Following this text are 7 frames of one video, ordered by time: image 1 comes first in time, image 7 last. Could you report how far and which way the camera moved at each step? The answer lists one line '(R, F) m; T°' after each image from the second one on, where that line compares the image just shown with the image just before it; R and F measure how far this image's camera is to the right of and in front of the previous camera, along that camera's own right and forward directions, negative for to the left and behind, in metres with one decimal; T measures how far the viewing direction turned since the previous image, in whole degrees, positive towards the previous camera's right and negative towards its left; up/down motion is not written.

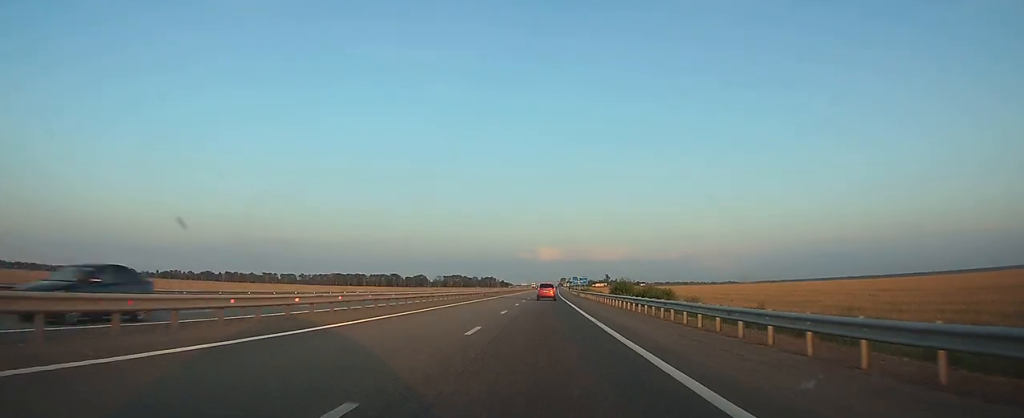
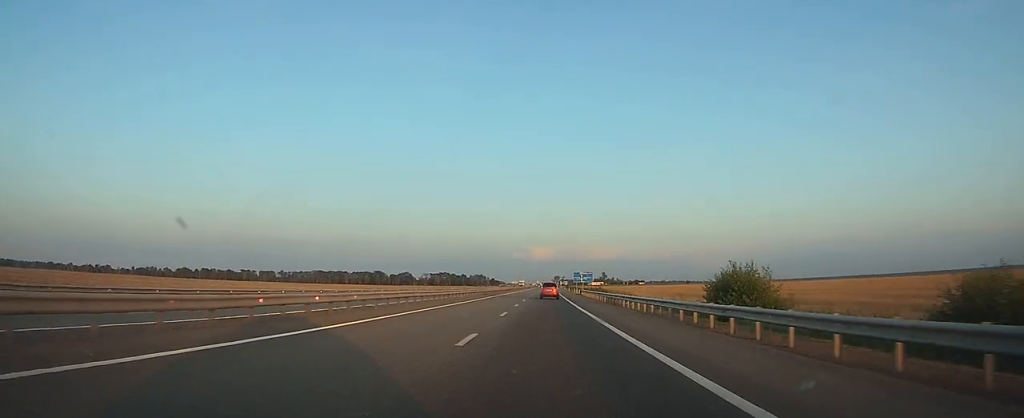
(+0.2, +50.4) m; 0°
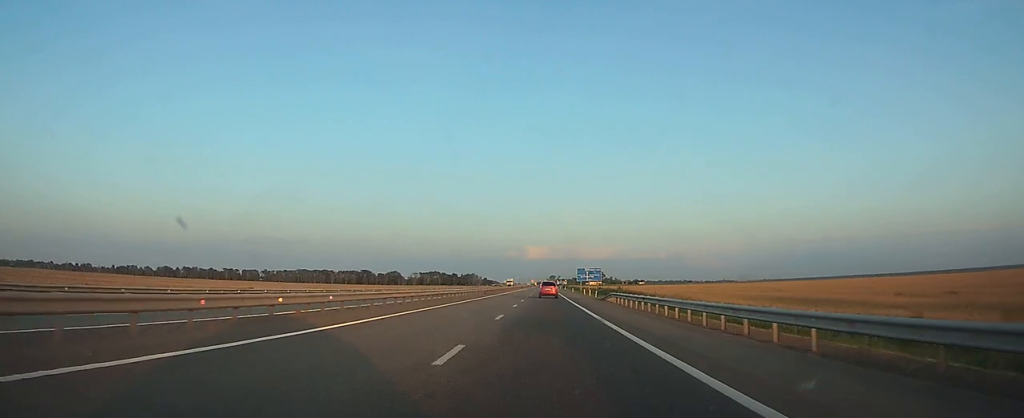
(0.0, +38.4) m; 0°
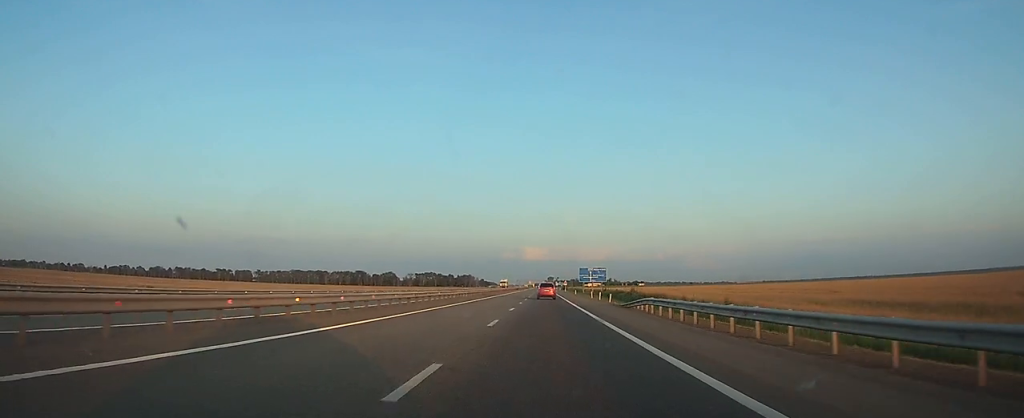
(0.0, +14.7) m; 0°
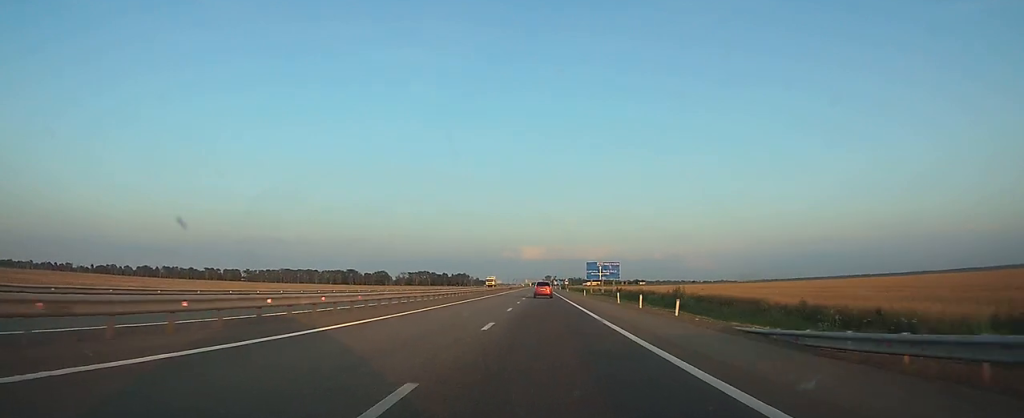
(+0.1, +25.7) m; 0°
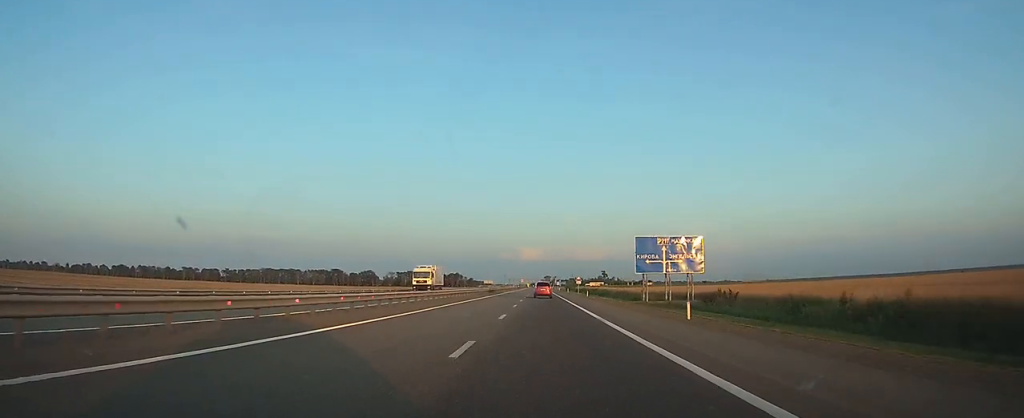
(+0.2, +54.1) m; +1°
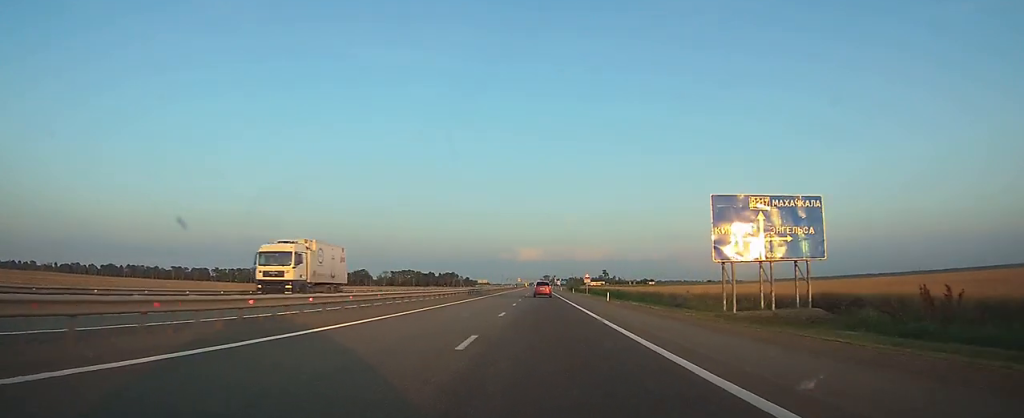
(0.0, +22.9) m; 0°
